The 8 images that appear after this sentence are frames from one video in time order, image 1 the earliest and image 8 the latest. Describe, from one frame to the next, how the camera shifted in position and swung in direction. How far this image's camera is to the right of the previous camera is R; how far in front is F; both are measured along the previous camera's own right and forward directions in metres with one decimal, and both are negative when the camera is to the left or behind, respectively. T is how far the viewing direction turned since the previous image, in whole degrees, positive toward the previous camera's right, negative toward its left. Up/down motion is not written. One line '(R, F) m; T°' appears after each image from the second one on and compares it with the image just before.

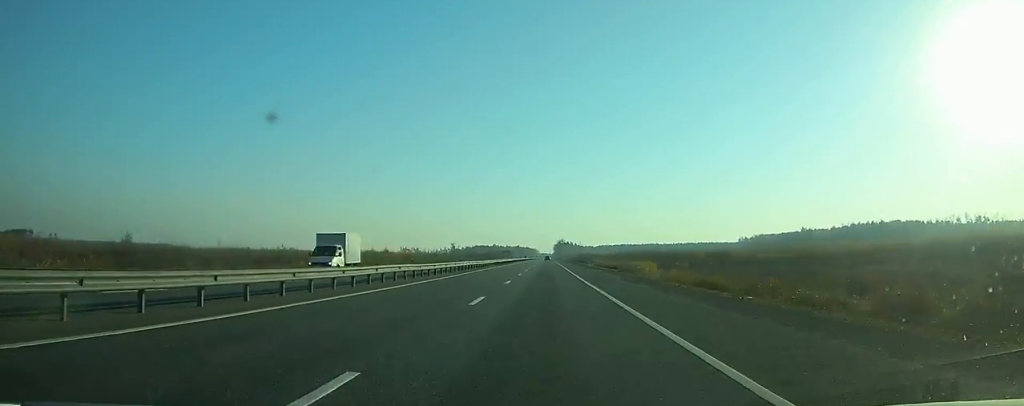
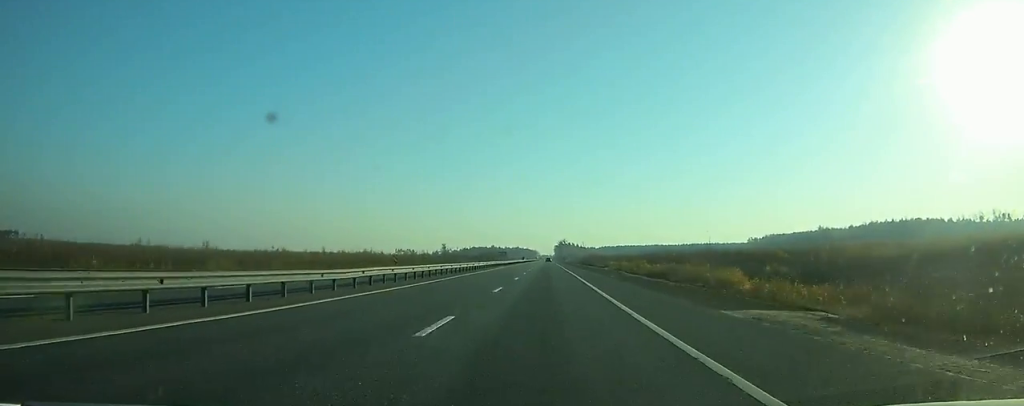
(0.0, +42.3) m; 0°
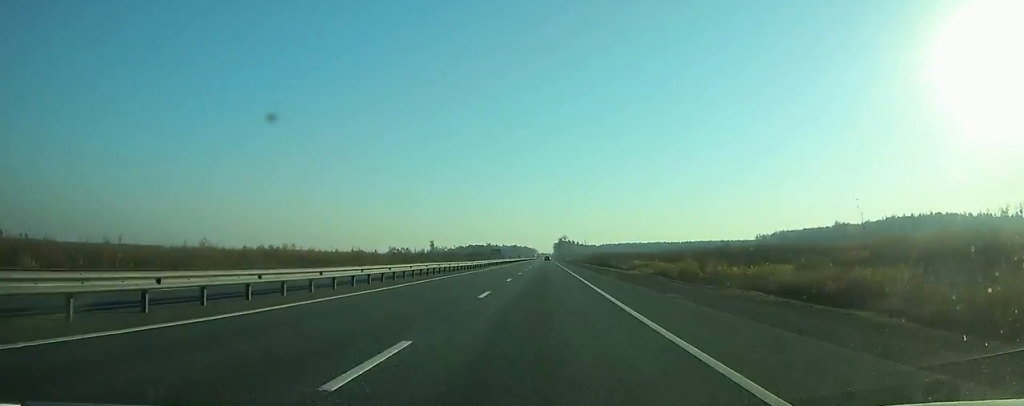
(0.0, +41.6) m; 0°
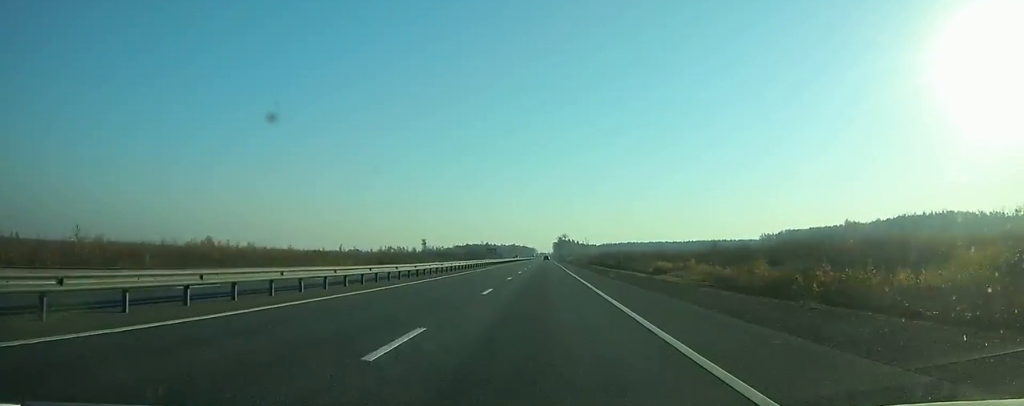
(0.0, +23.8) m; 0°
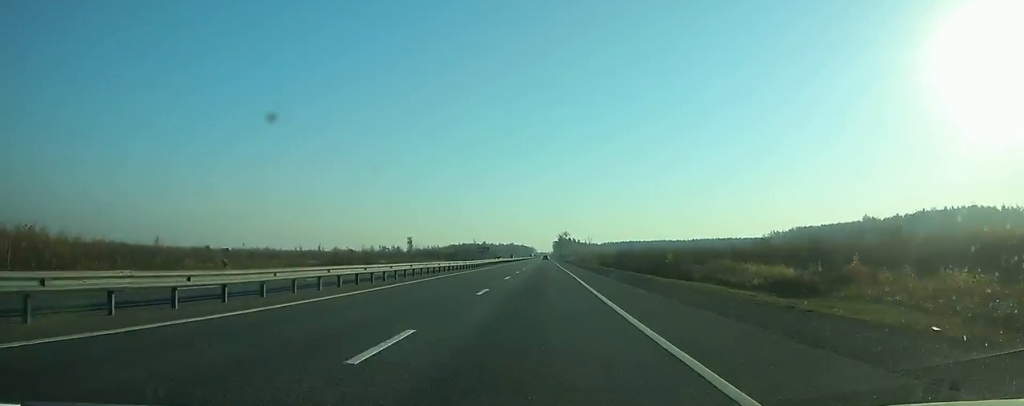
(0.0, +40.0) m; 0°
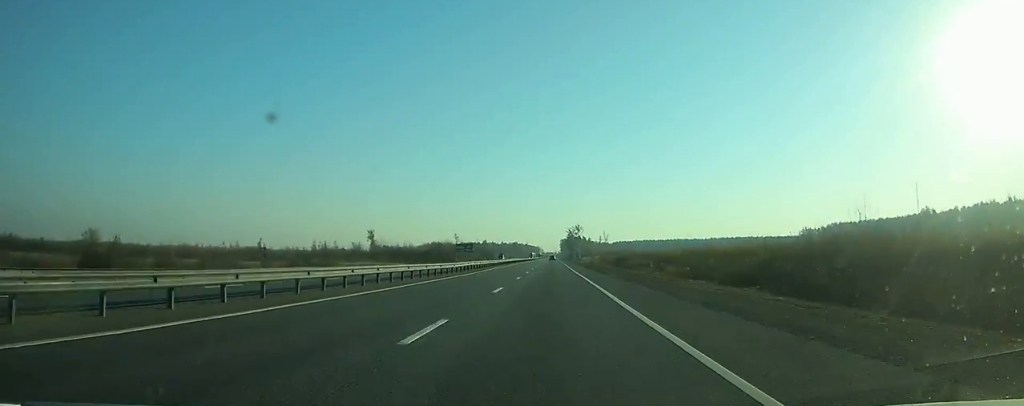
(-0.1, +93.7) m; 0°
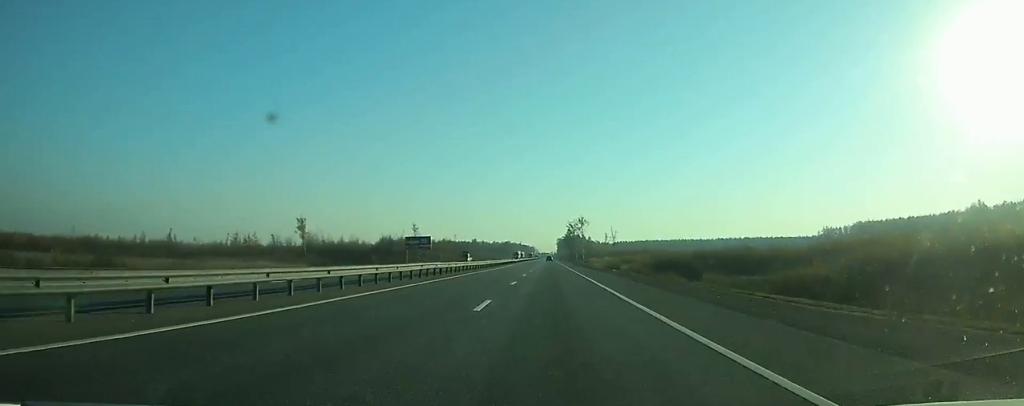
(+0.1, +69.8) m; 0°
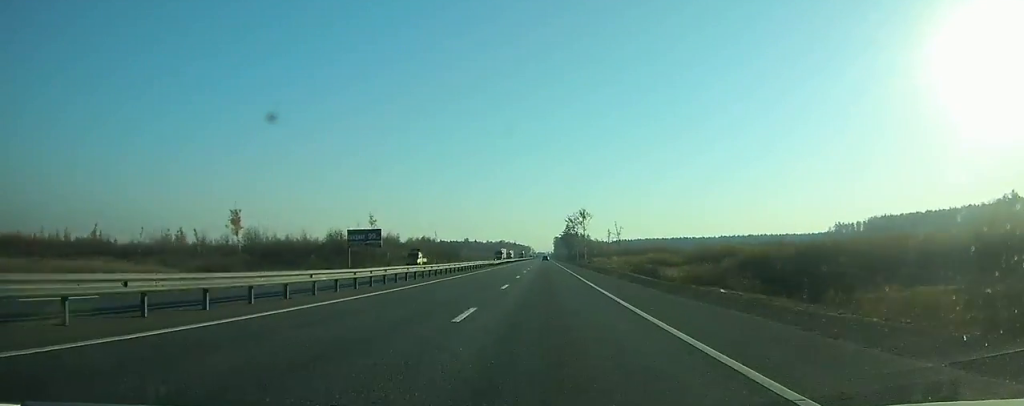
(+0.1, +36.2) m; 0°
